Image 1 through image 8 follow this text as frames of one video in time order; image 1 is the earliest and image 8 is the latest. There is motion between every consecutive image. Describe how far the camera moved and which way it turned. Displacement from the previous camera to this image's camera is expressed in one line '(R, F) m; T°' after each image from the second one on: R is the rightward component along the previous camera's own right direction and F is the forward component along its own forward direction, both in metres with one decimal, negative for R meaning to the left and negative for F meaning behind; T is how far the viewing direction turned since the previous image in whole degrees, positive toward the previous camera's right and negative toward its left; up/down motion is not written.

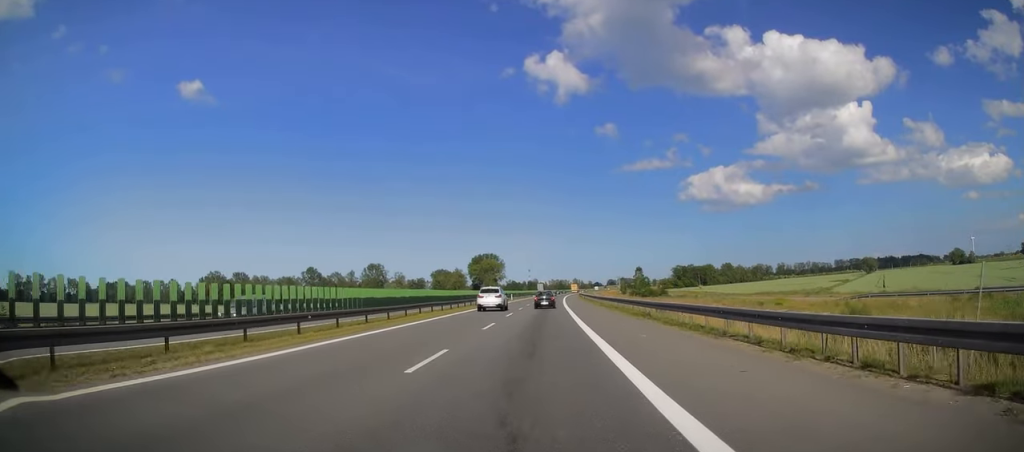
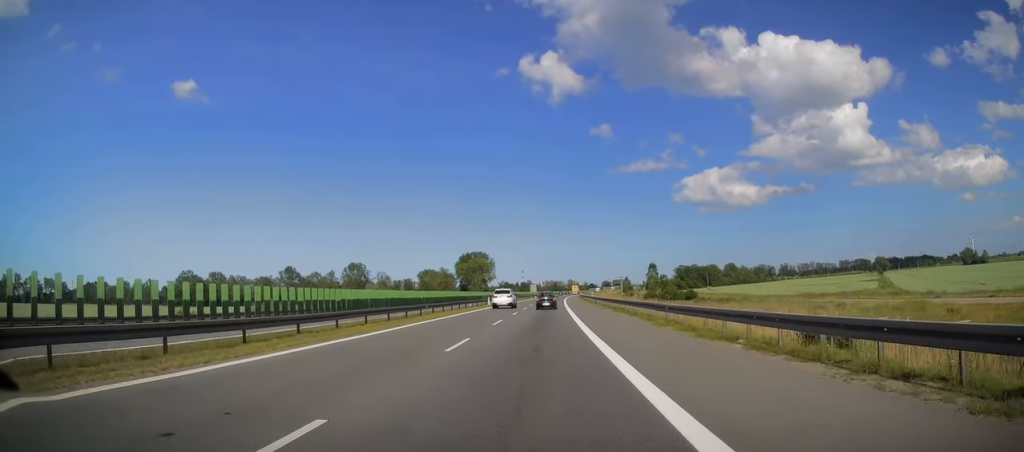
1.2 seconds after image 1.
(-0.4, +32.0) m; 0°
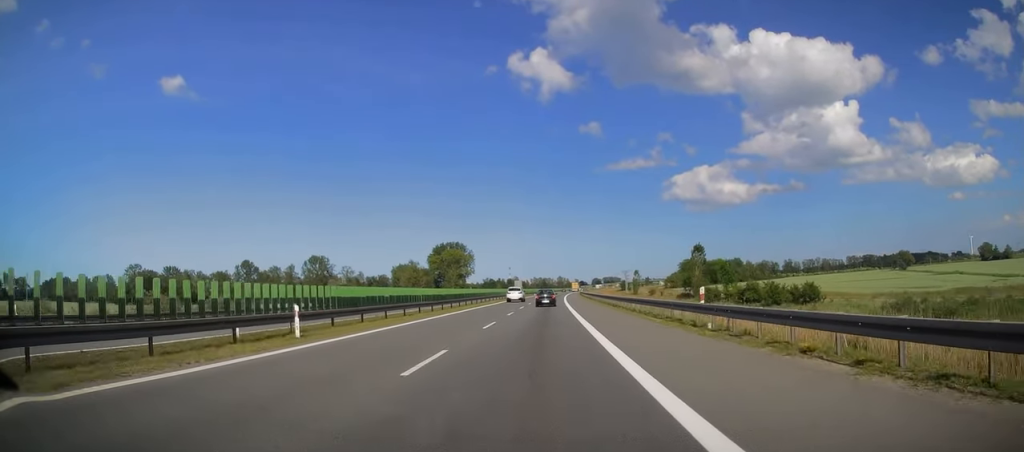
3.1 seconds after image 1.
(+1.6, +52.5) m; +2°
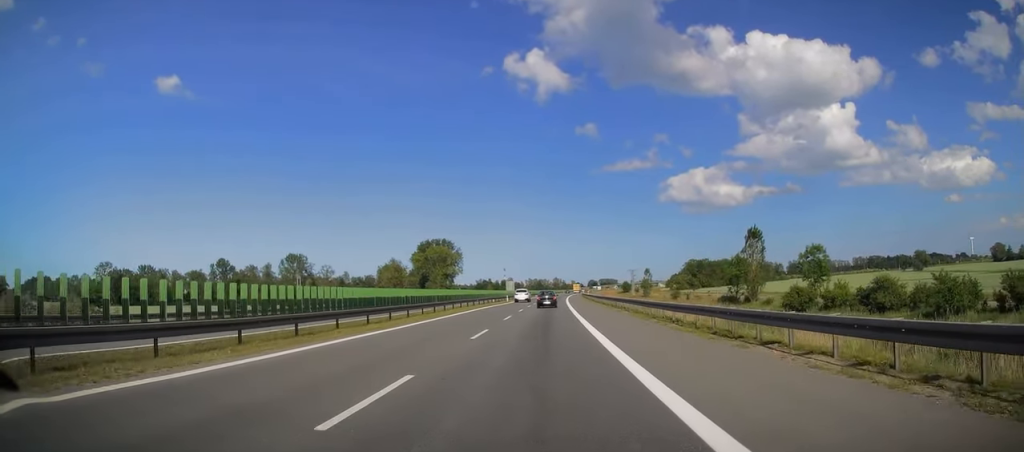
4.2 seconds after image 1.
(-0.4, +27.9) m; 0°
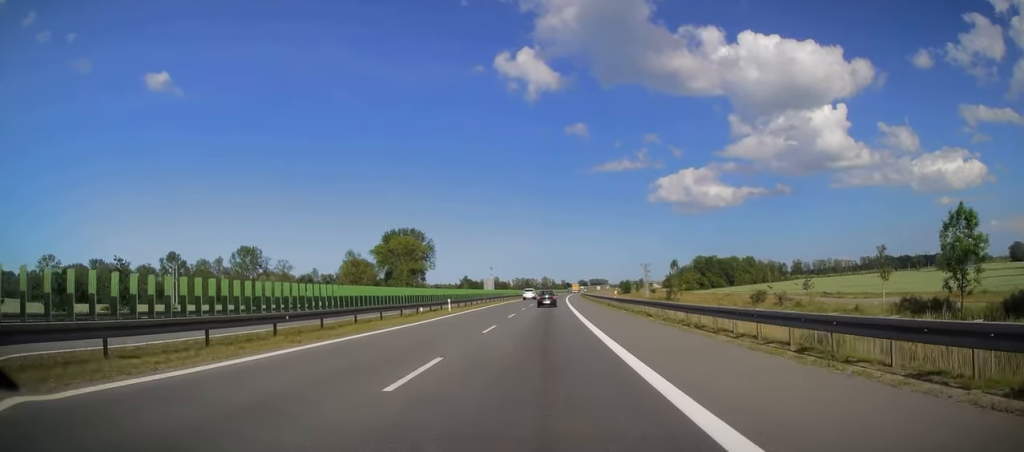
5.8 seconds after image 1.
(+0.6, +45.8) m; +1°
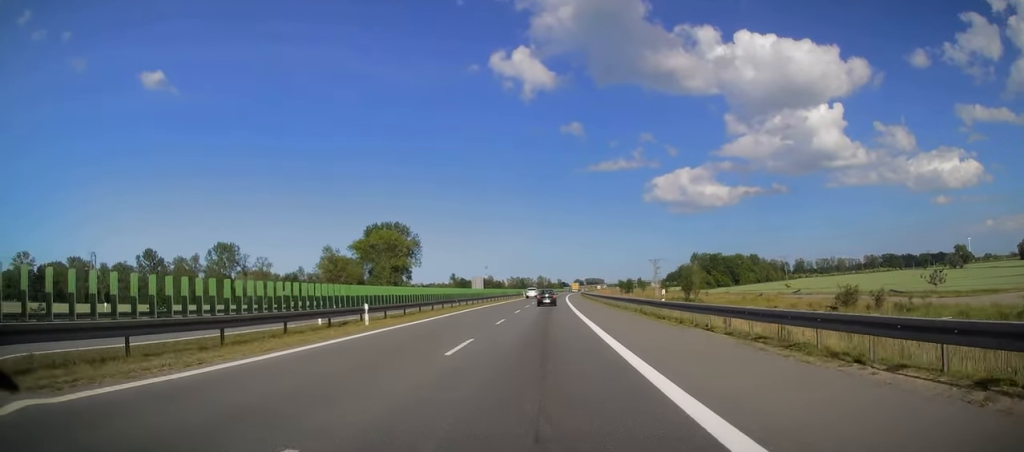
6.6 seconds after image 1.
(0.0, +19.3) m; +1°
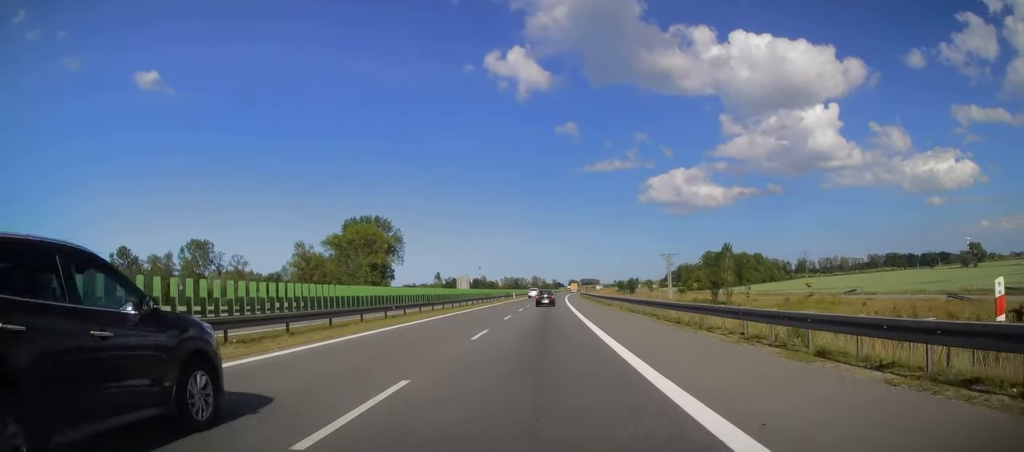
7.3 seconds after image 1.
(0.0, +19.8) m; +1°
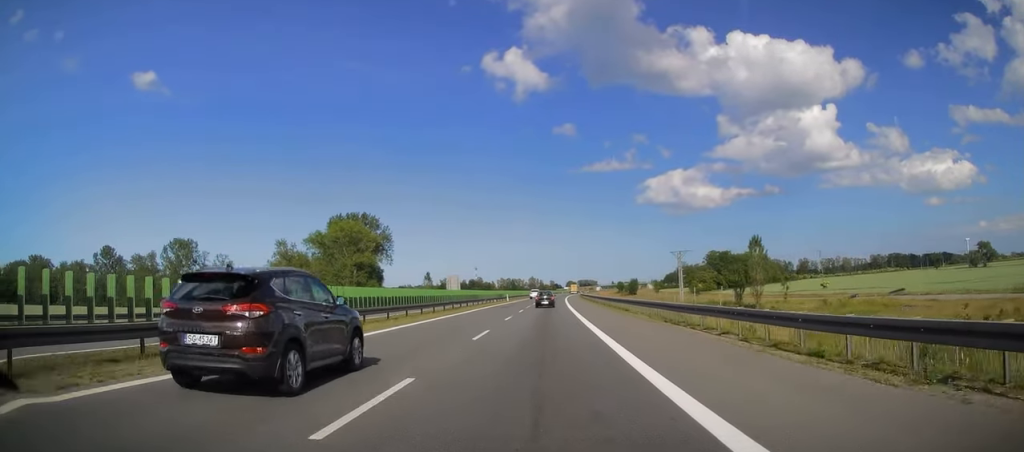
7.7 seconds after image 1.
(+0.1, +11.7) m; 0°
